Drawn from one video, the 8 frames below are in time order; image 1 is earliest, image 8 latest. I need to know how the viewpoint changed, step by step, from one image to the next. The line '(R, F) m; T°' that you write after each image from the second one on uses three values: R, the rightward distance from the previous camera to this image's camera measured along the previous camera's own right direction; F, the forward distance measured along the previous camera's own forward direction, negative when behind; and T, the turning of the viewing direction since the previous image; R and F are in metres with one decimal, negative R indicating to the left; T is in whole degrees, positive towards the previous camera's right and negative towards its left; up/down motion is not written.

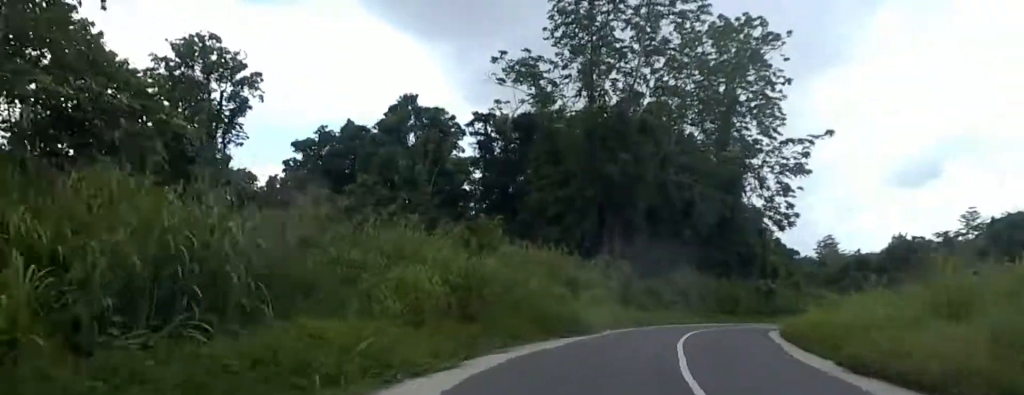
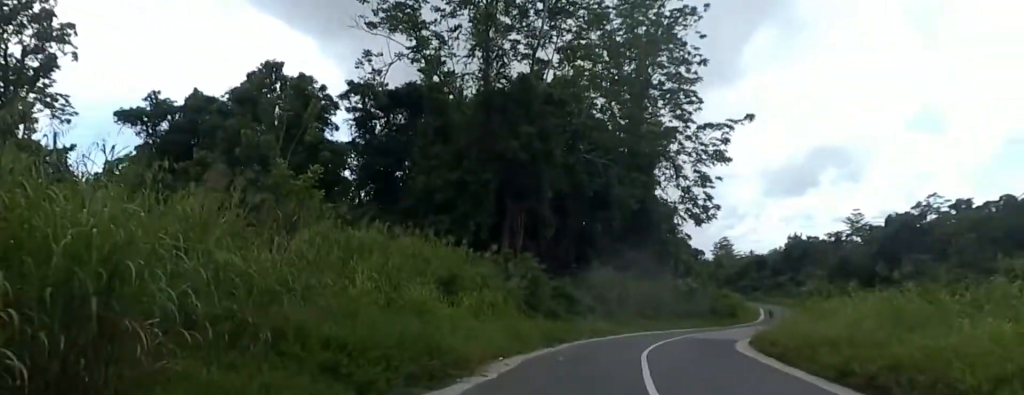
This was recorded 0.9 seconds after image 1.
(+1.4, +10.5) m; +8°
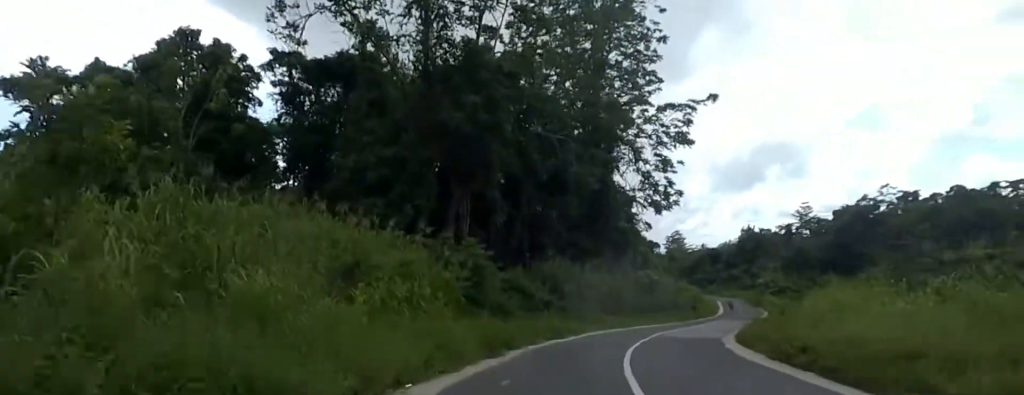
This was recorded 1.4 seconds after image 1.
(0.0, +5.6) m; +3°
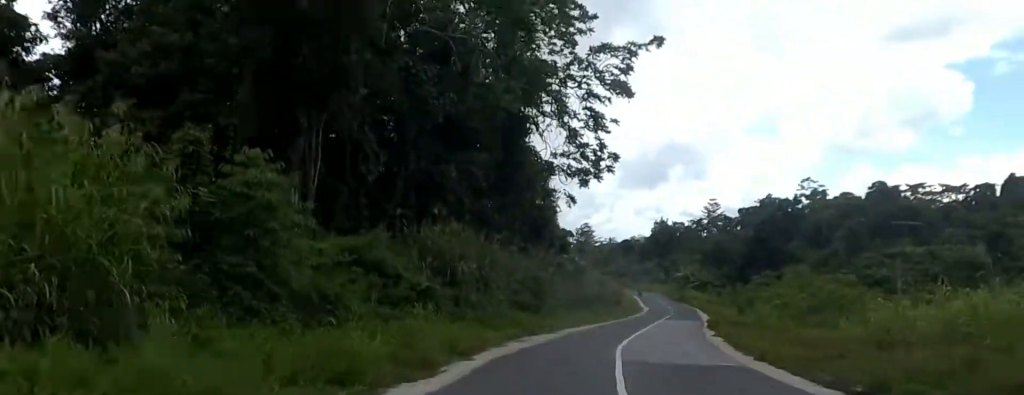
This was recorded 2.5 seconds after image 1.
(+1.0, +13.9) m; +10°
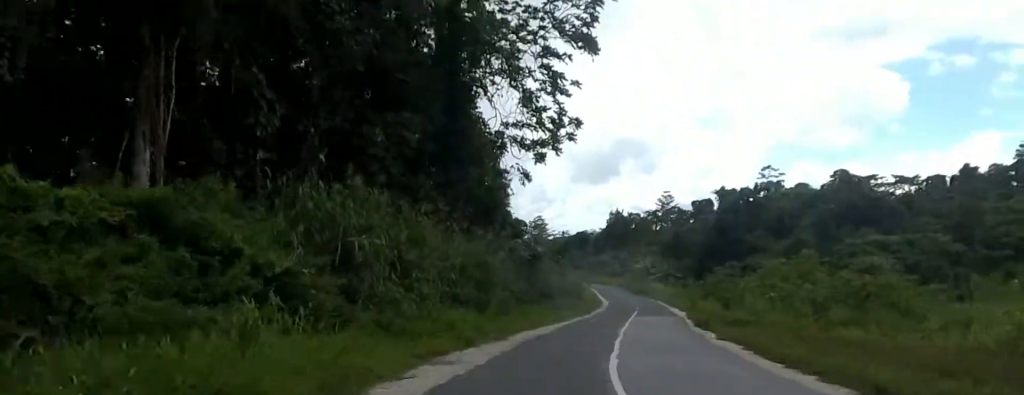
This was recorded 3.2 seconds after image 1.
(+0.4, +7.6) m; +5°
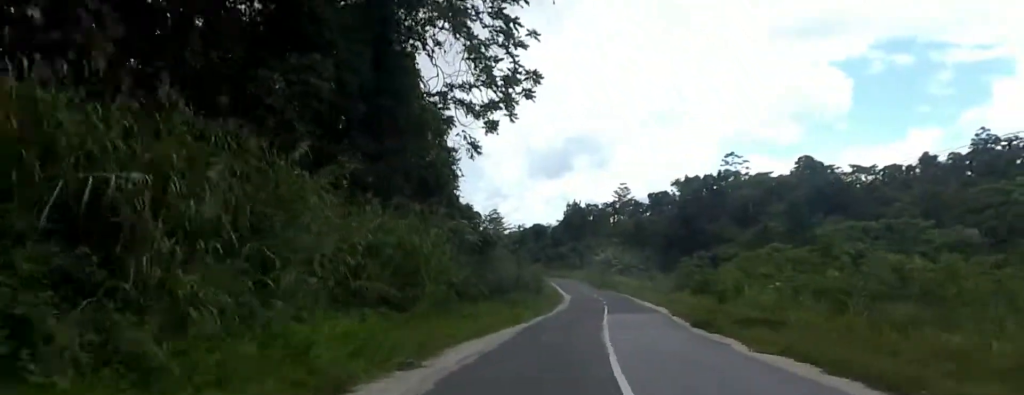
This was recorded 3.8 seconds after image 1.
(+0.1, +7.3) m; +4°
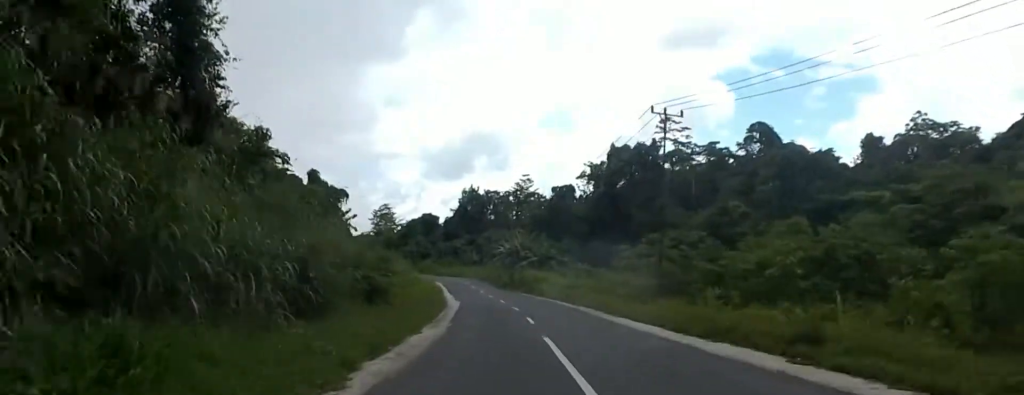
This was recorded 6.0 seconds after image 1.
(+1.9, +29.0) m; -1°
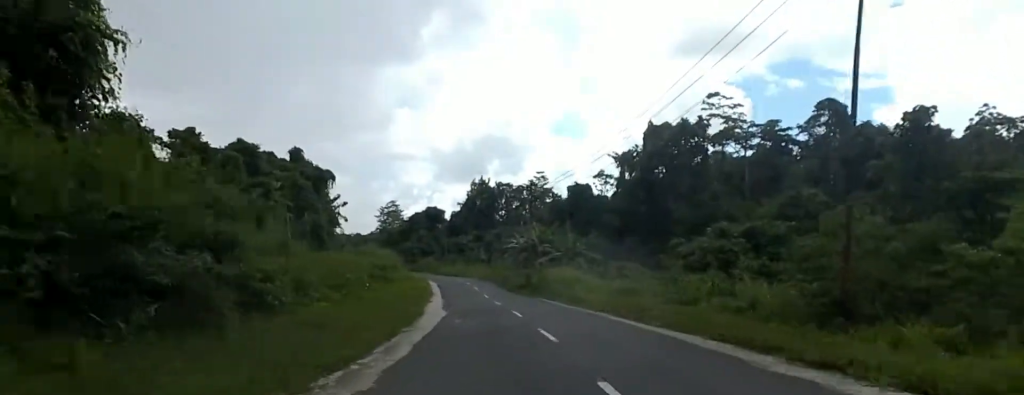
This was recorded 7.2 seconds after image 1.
(-0.8, +15.4) m; 0°
